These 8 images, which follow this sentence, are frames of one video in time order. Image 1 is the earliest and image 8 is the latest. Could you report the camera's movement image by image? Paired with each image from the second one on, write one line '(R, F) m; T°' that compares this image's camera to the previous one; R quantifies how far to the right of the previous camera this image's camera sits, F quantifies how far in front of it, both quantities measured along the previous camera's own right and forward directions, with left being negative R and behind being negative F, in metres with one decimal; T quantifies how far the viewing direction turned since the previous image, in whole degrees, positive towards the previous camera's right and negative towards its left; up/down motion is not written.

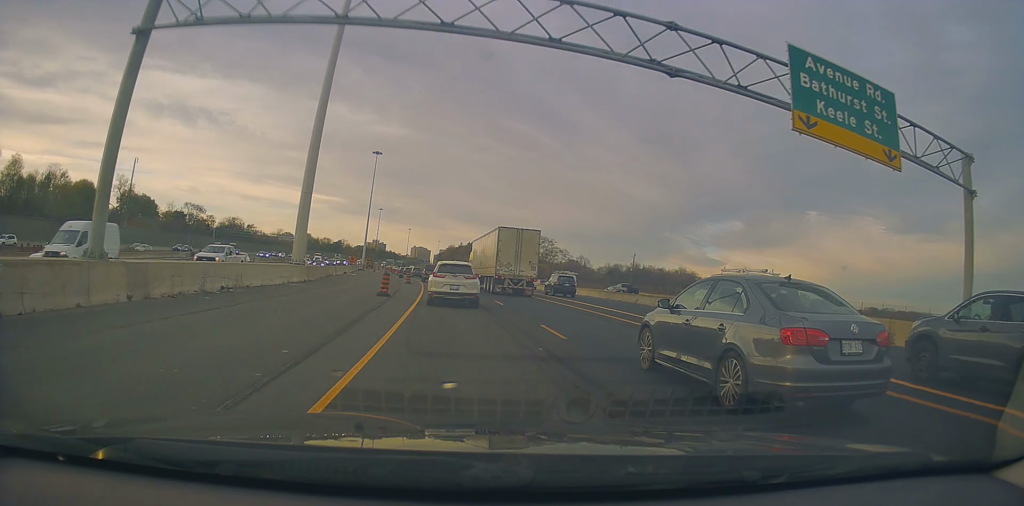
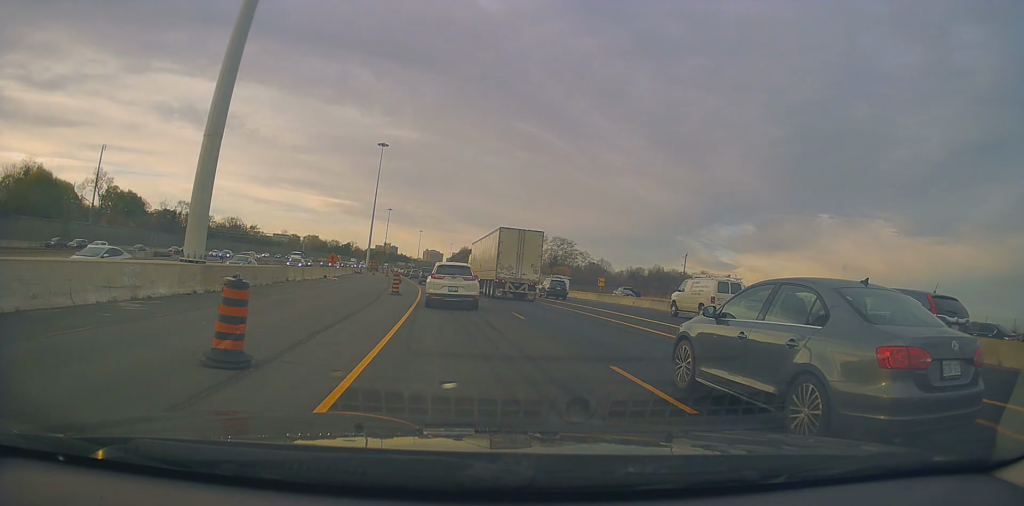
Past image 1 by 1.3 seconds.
(-0.5, +19.0) m; -3°
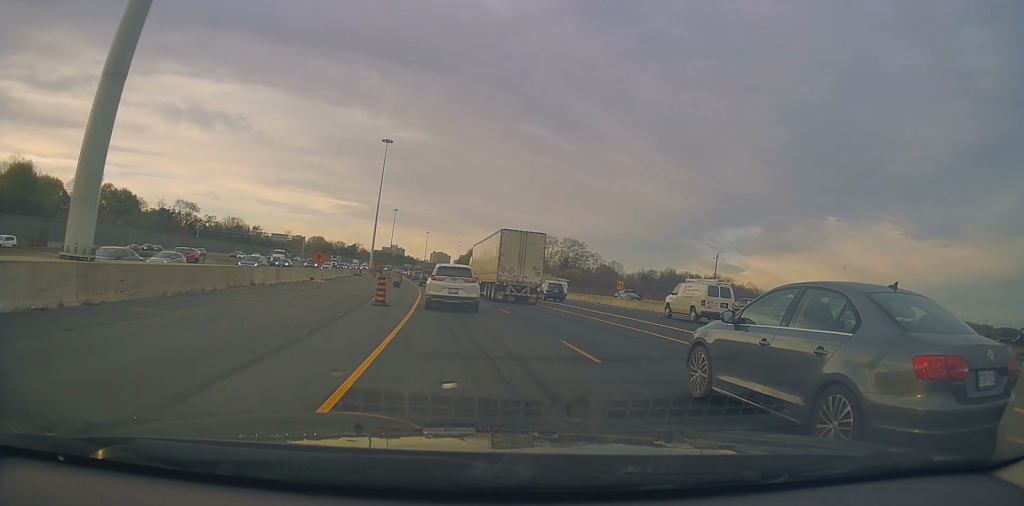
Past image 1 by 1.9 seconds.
(-0.1, +8.2) m; -1°
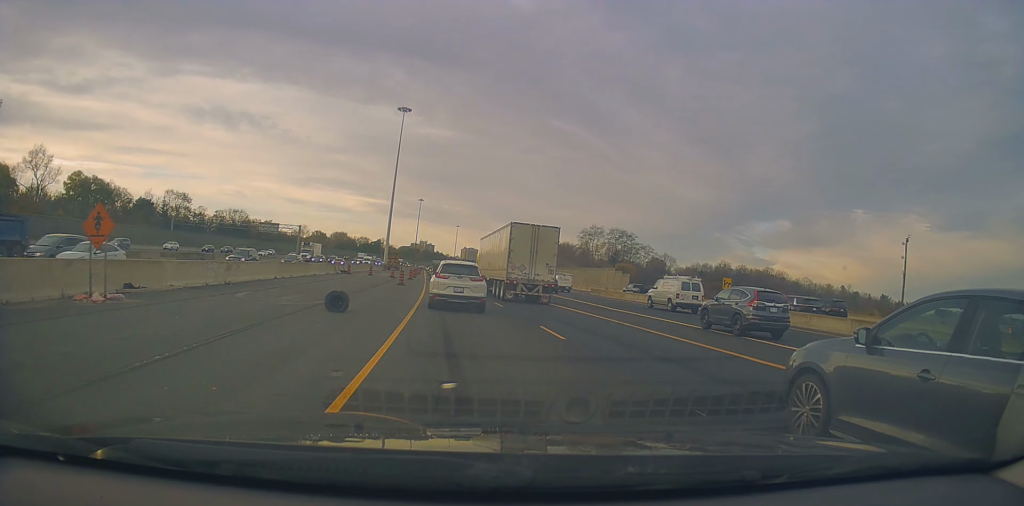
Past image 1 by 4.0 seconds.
(-0.3, +31.2) m; -2°
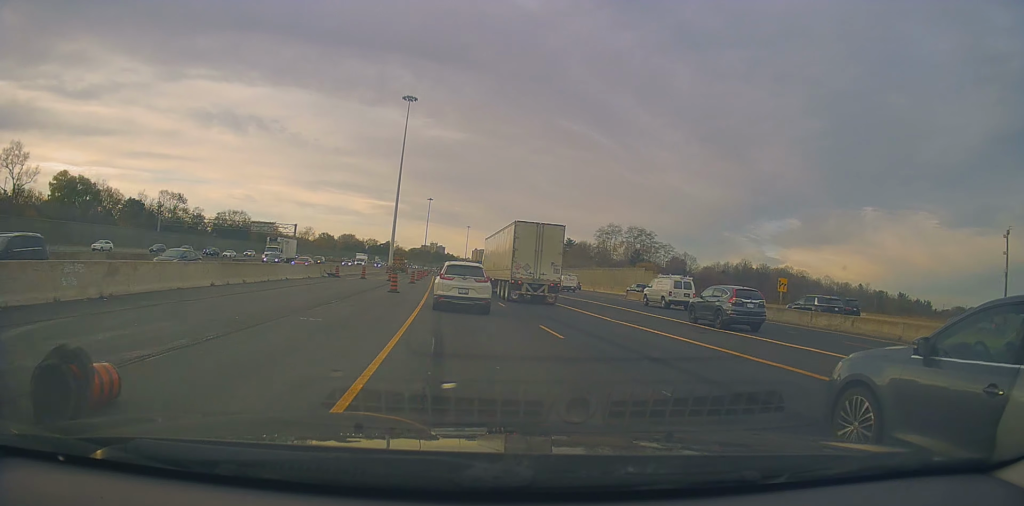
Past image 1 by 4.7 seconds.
(-0.3, +11.3) m; -1°
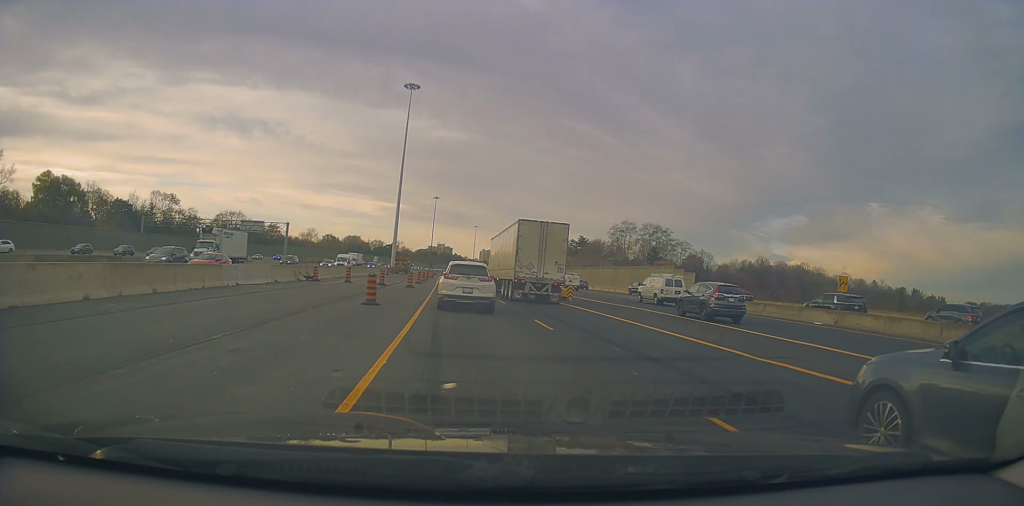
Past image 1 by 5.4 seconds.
(0.0, +10.1) m; +1°
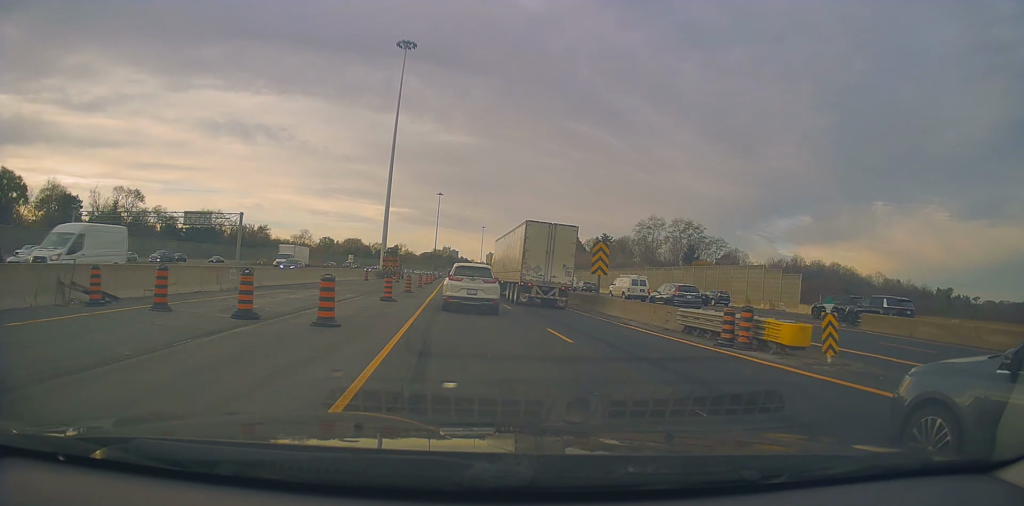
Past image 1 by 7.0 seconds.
(-0.1, +25.9) m; -2°
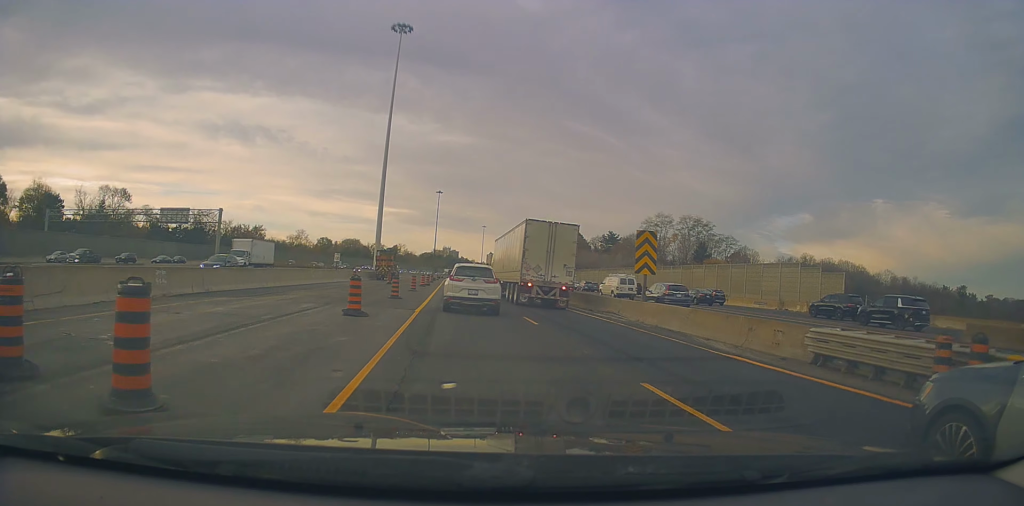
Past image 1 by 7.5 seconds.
(-0.2, +7.1) m; -1°
